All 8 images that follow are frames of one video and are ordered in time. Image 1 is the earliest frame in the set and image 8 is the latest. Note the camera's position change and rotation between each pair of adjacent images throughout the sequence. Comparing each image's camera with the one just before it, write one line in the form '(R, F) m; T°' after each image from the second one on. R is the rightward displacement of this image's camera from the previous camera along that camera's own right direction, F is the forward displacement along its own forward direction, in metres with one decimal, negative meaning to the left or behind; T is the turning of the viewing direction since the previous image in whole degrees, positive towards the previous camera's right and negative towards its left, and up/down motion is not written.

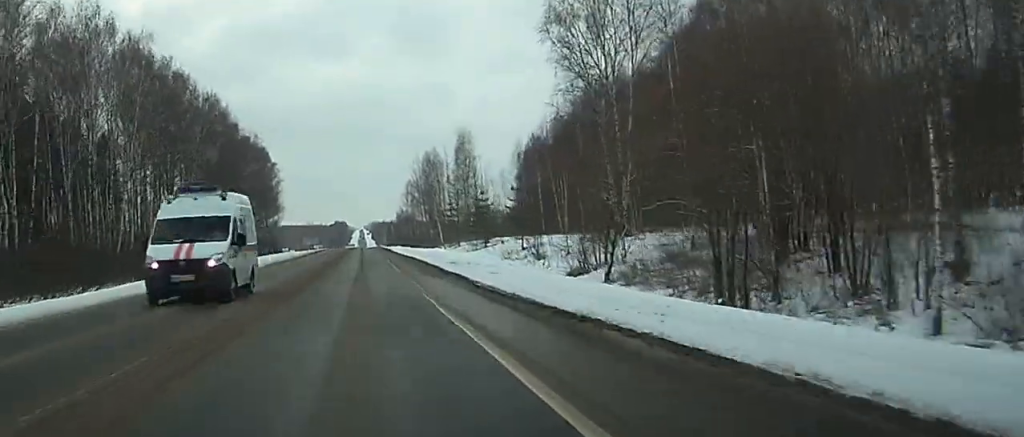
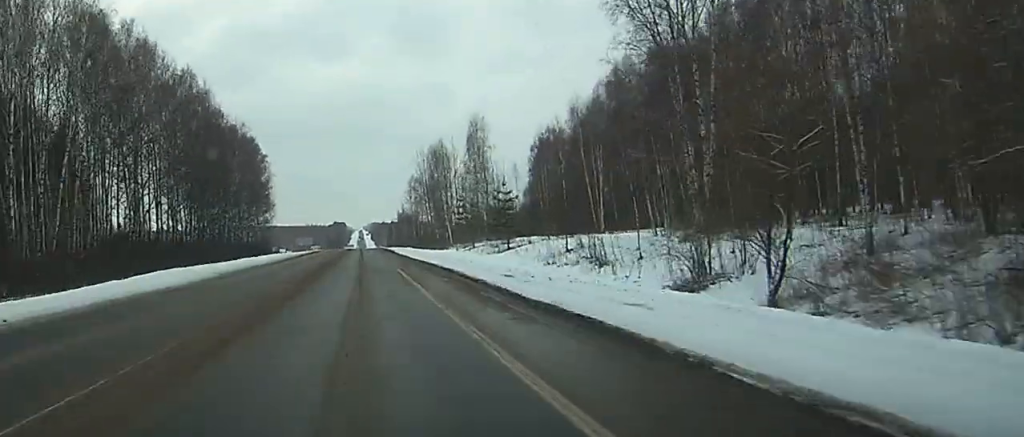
(0.0, +17.8) m; 0°
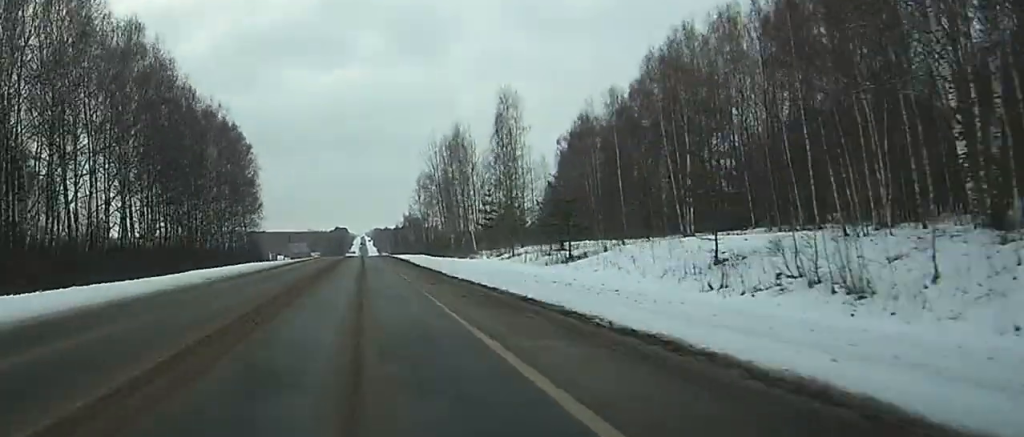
(+0.2, +26.9) m; 0°
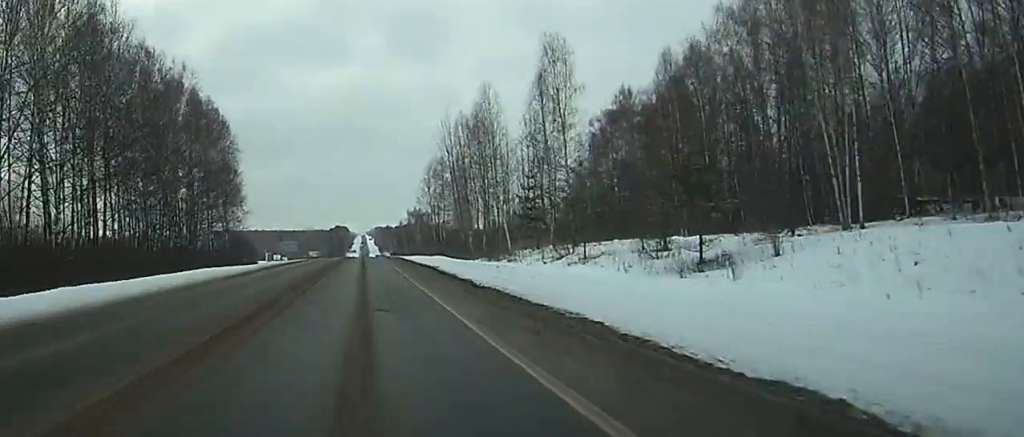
(-0.1, +26.1) m; 0°
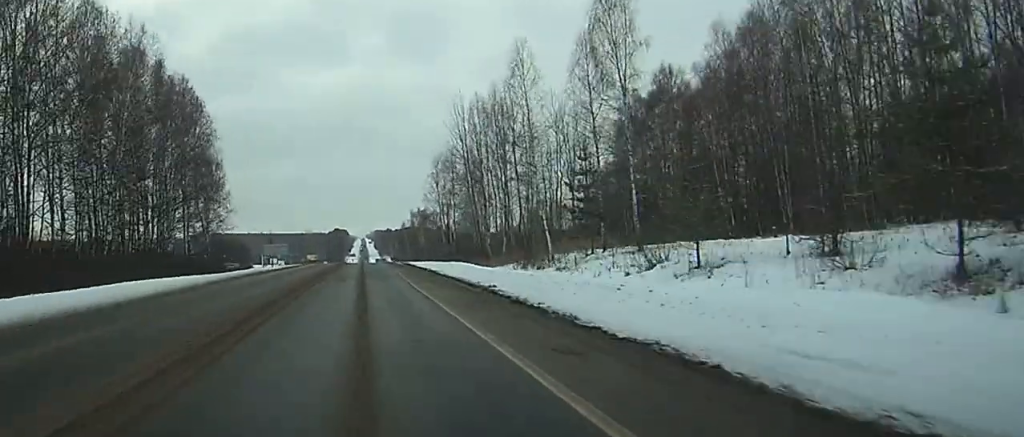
(0.0, +19.2) m; 0°
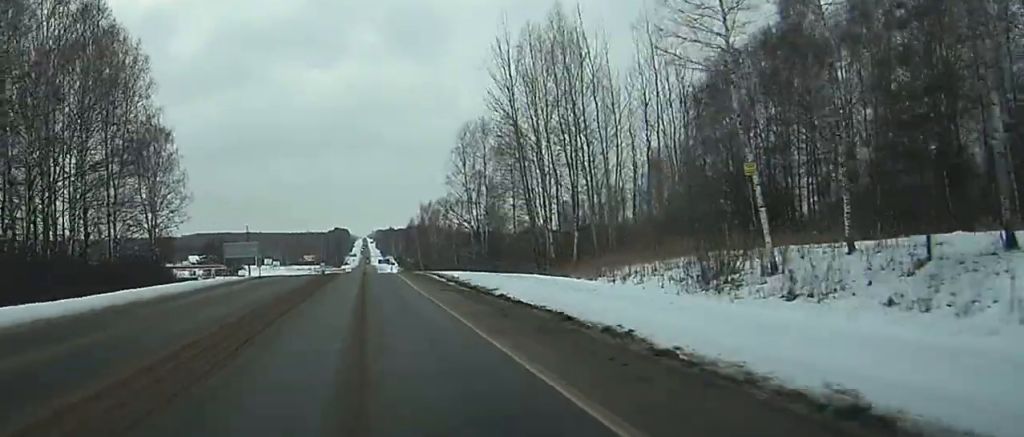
(0.0, +37.4) m; 0°
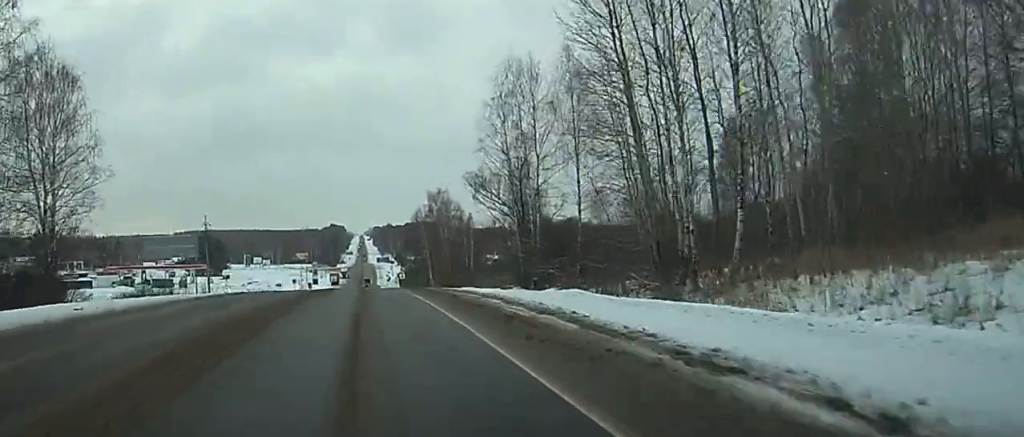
(0.0, +34.4) m; 0°
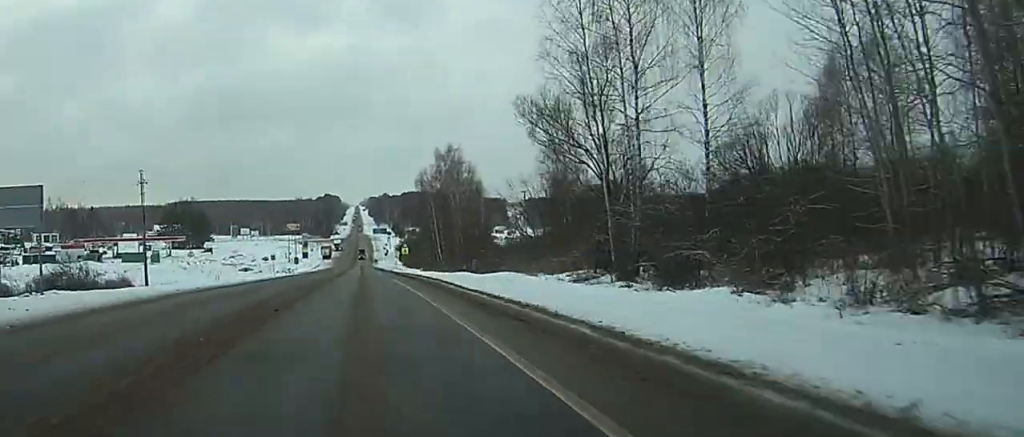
(0.0, +29.3) m; 0°
